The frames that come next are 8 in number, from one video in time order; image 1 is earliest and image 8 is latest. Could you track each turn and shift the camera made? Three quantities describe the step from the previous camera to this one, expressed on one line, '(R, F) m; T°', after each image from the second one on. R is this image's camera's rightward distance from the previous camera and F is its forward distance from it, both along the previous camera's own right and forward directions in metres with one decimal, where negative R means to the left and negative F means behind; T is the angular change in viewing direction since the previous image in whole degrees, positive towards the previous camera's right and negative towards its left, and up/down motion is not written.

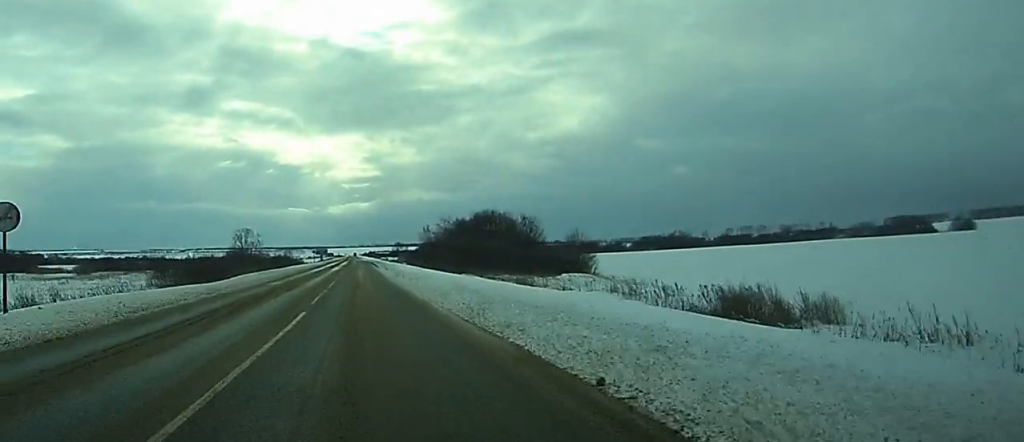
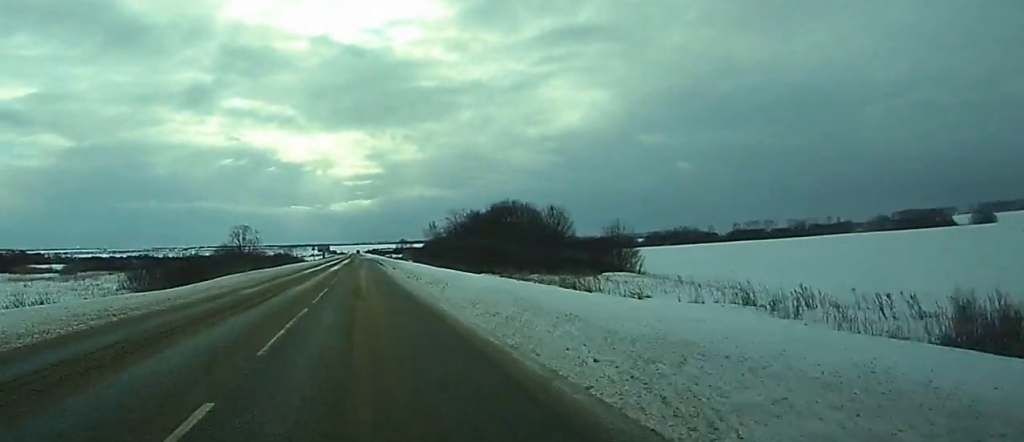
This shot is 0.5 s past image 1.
(0.0, +12.0) m; 0°
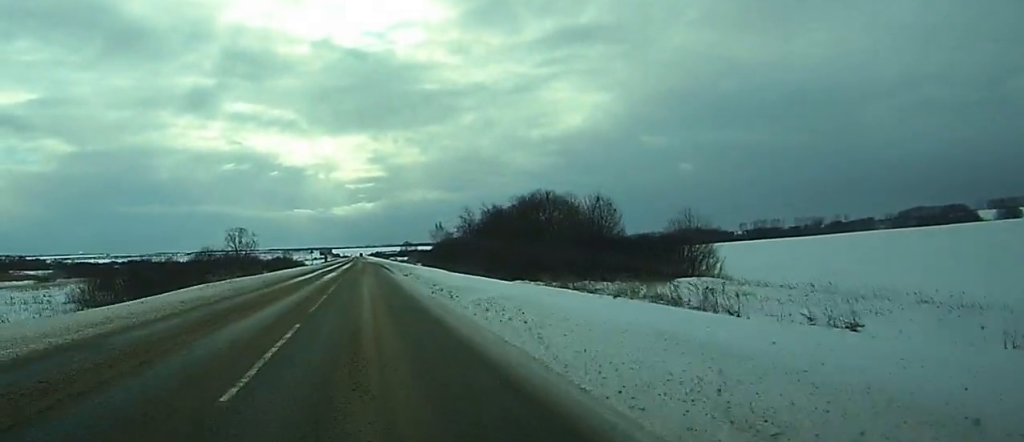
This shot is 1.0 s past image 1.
(-0.1, +14.6) m; 0°
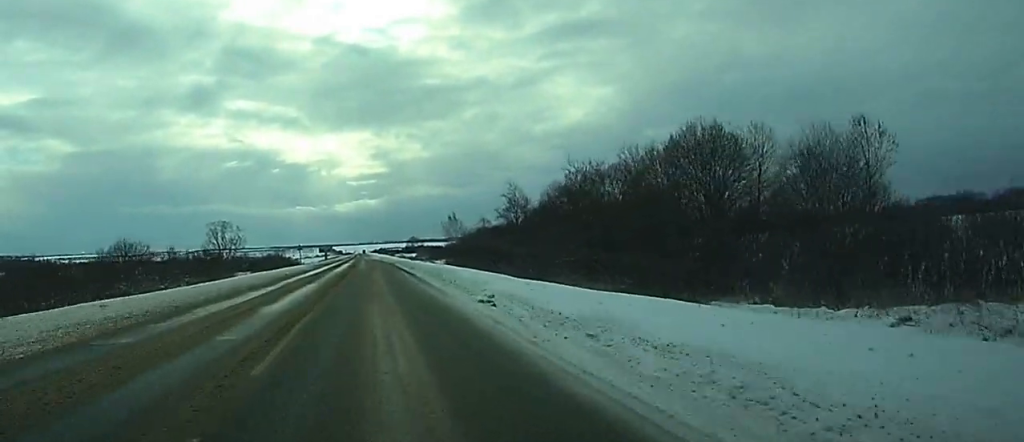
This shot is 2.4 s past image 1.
(-0.1, +34.3) m; -1°
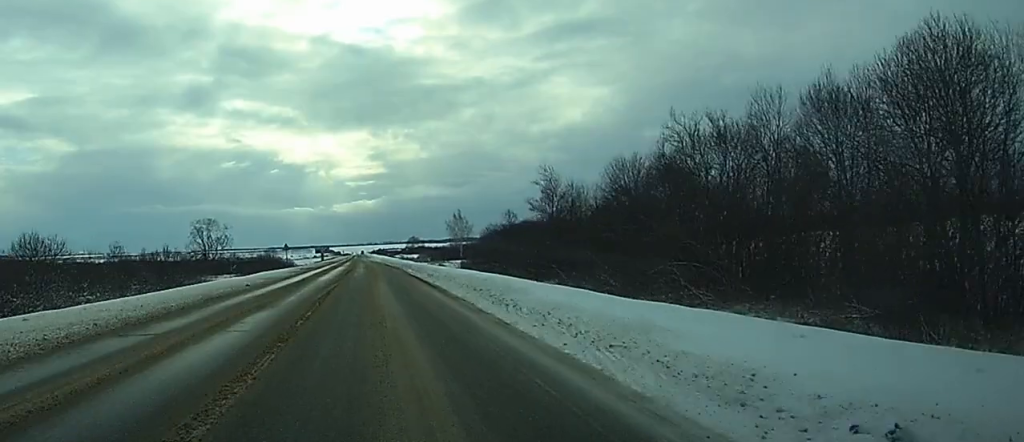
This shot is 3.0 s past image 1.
(-0.1, +17.1) m; 0°
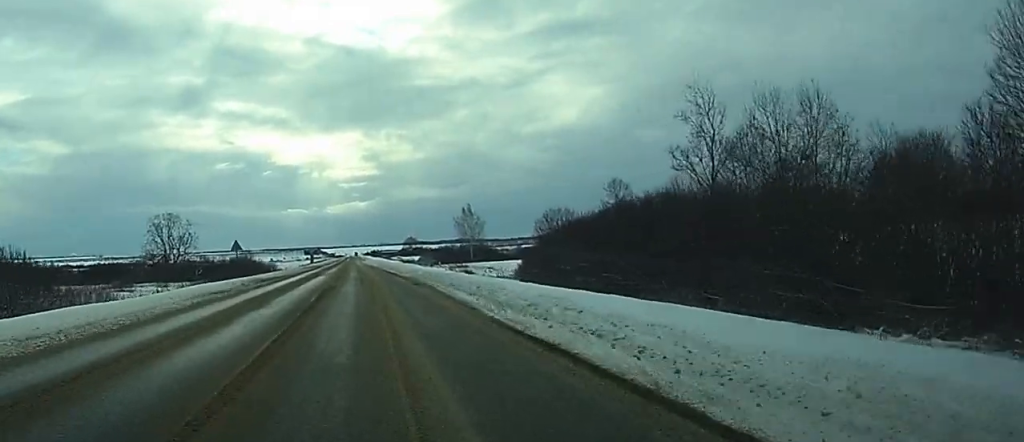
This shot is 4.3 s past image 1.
(-0.1, +33.4) m; 0°
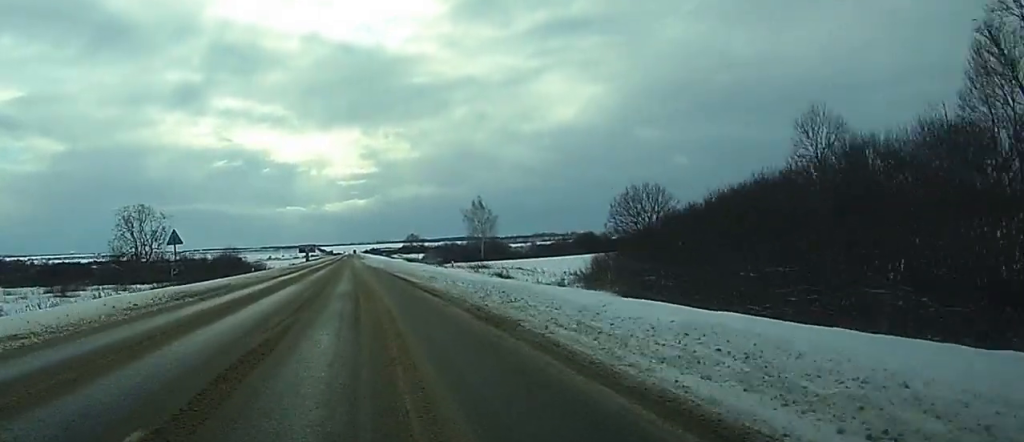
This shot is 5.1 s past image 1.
(-0.1, +19.6) m; 0°
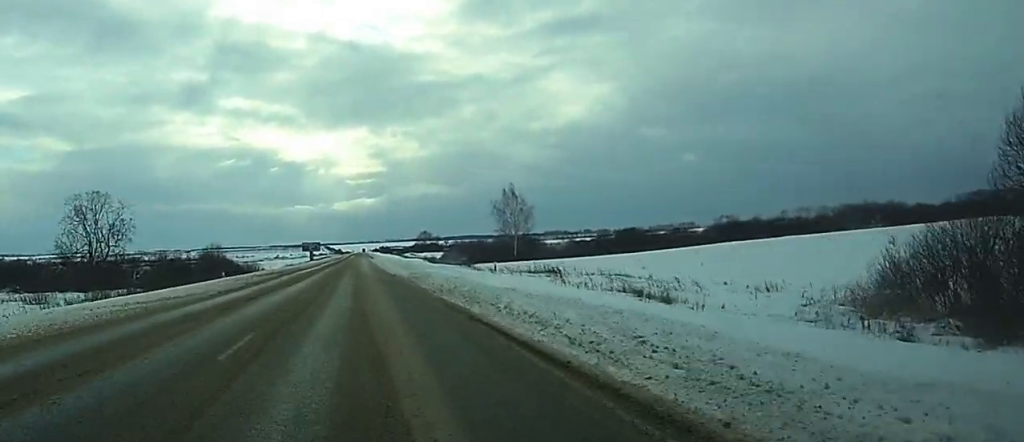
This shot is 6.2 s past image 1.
(0.0, +28.2) m; 0°
